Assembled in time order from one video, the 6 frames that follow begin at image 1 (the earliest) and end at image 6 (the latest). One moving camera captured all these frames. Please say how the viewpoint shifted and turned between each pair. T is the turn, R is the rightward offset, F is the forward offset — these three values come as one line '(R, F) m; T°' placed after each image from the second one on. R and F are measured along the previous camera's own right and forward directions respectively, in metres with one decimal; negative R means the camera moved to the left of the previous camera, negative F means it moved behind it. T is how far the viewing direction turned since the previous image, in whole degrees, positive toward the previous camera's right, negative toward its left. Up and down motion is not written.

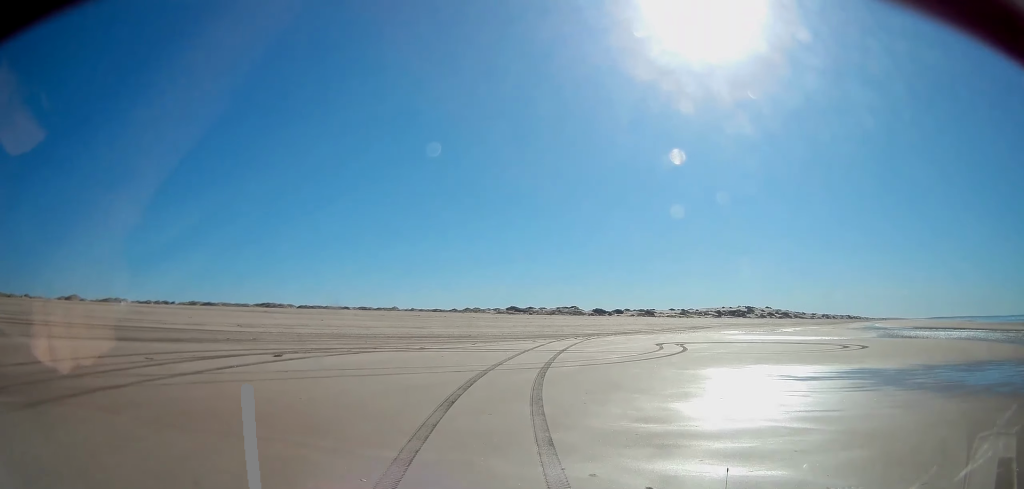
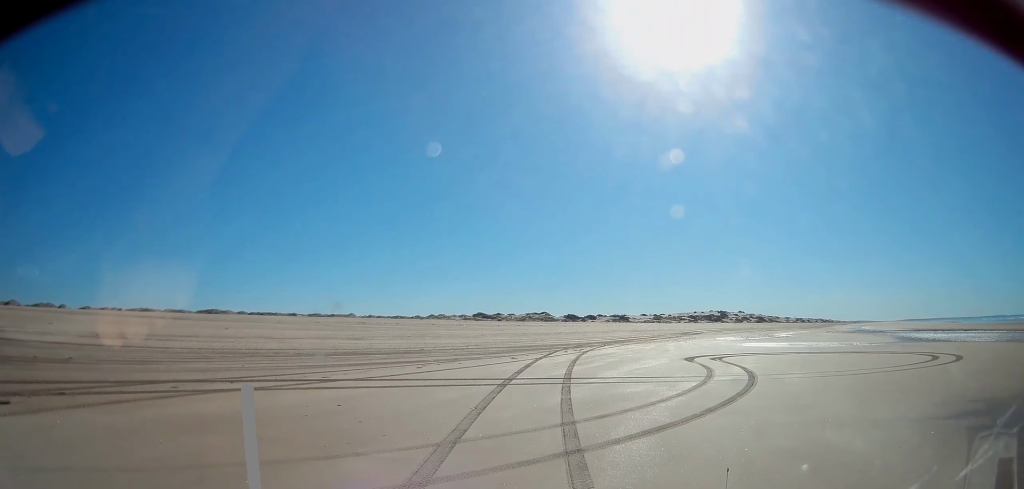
(+0.1, +13.8) m; +4°
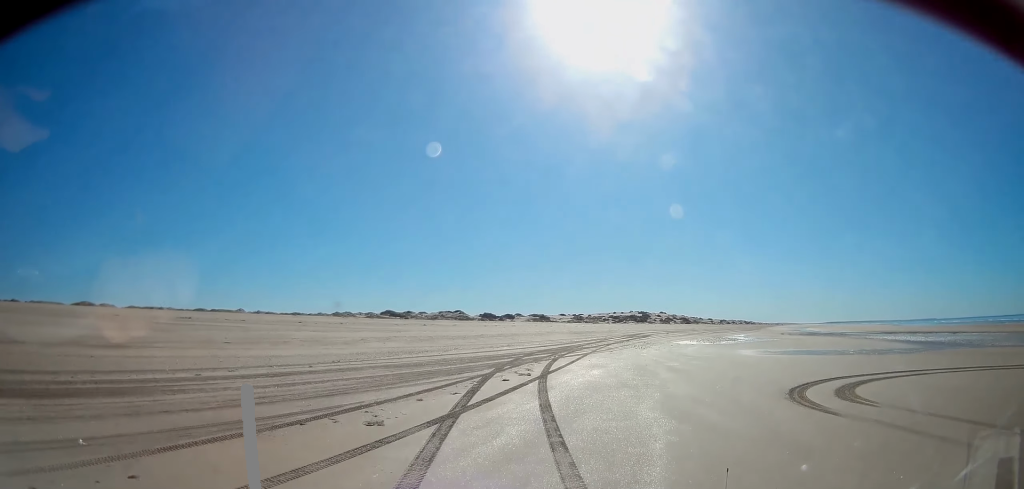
(+1.8, +19.6) m; +9°
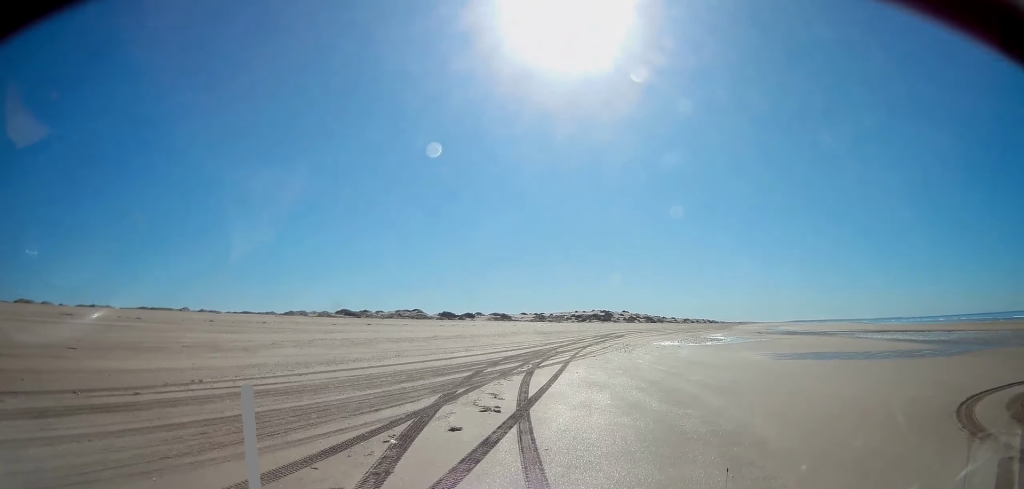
(+0.4, +8.9) m; +4°
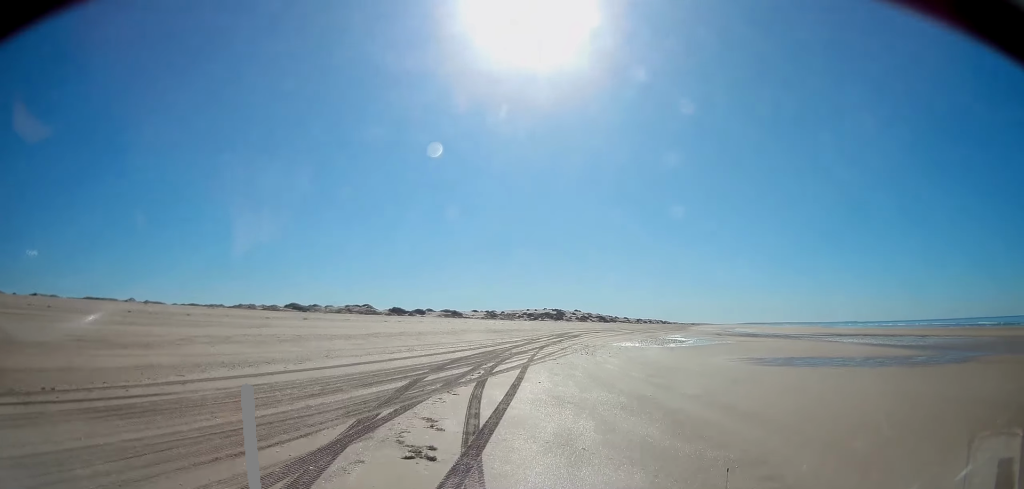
(+0.1, +4.7) m; +4°
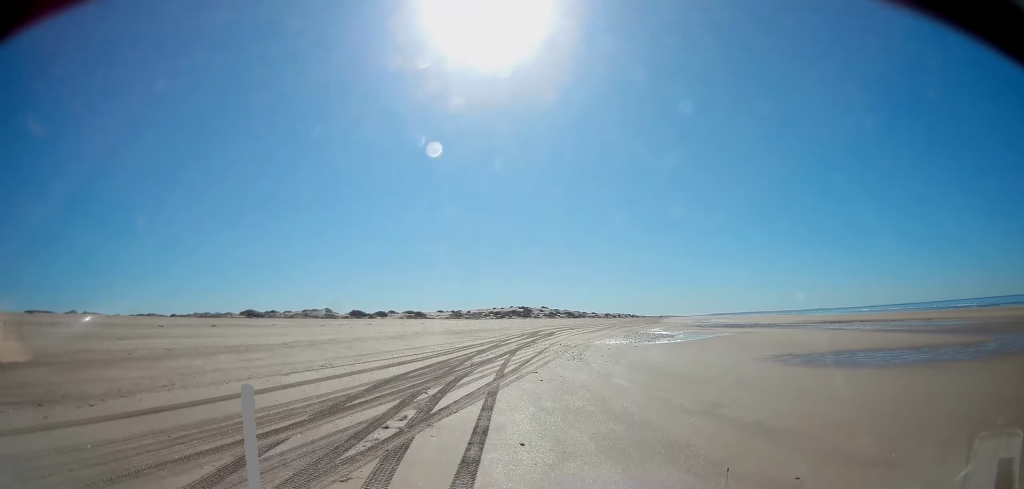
(+0.8, +10.4) m; +3°
